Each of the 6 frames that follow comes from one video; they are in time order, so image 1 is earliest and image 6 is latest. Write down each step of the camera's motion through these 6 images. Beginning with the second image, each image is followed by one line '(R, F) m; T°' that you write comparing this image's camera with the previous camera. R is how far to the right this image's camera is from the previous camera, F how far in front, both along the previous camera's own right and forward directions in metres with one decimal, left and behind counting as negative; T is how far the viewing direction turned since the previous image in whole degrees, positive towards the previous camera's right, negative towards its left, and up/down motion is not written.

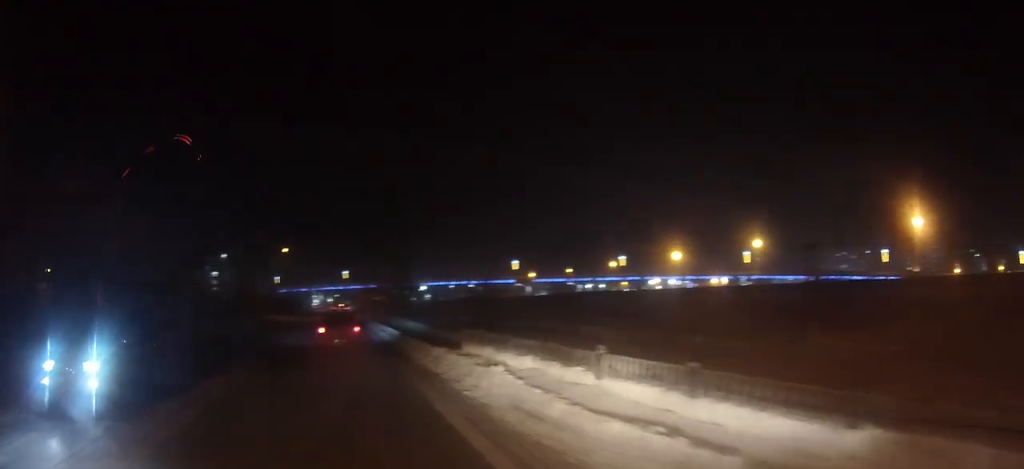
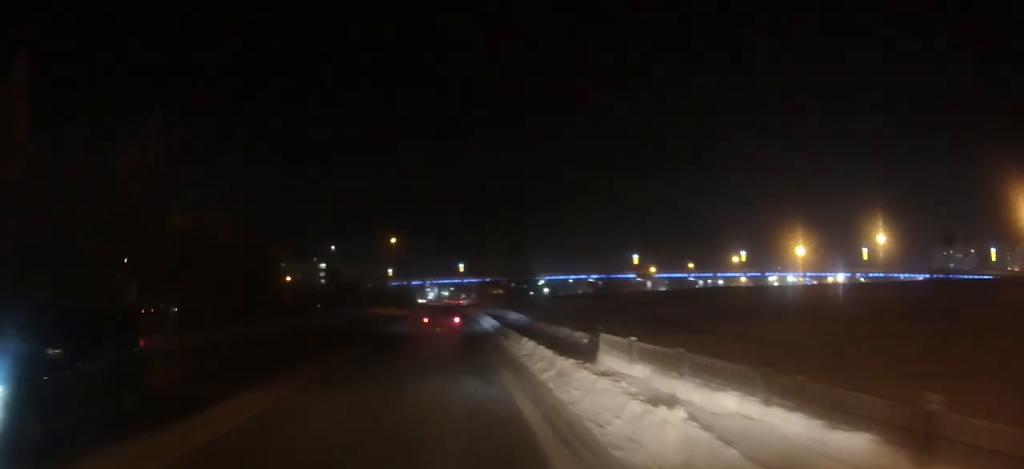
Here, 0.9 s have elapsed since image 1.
(-0.6, +5.3) m; -10°
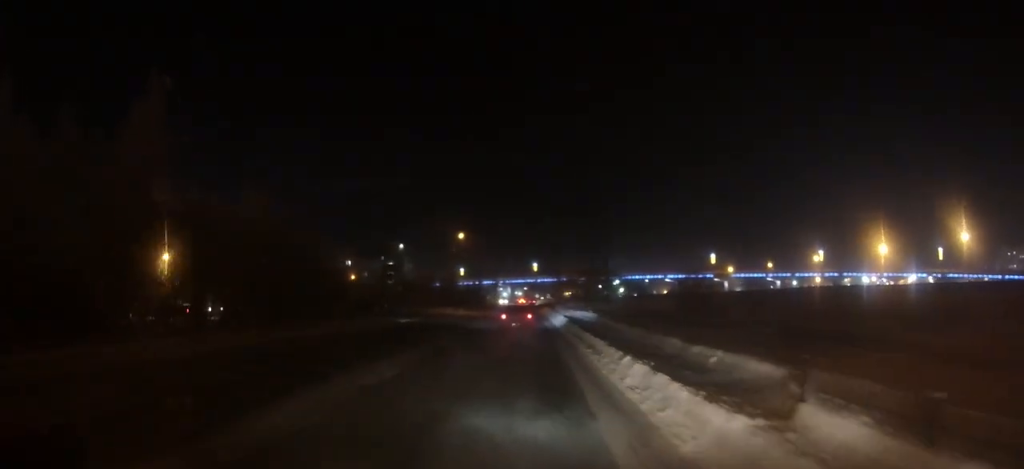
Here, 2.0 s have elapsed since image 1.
(-0.6, +6.9) m; -8°
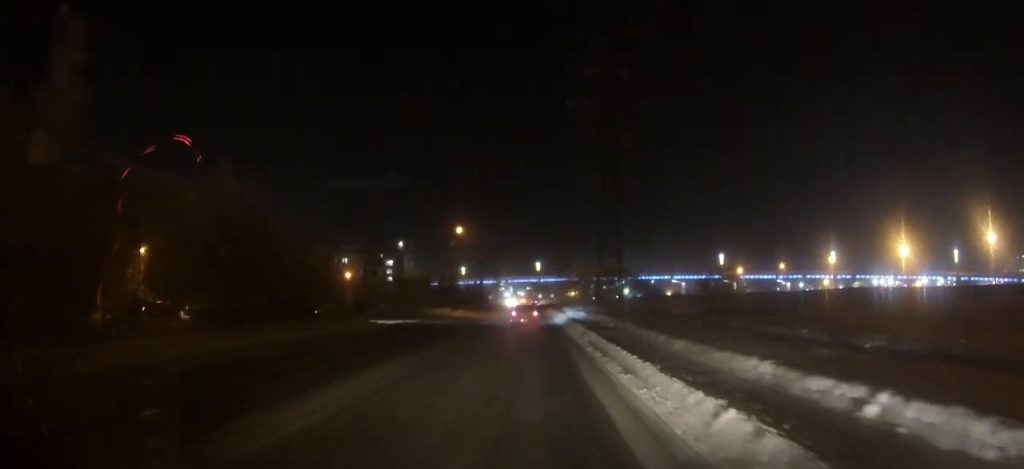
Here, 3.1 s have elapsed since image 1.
(-0.3, +7.3) m; -1°
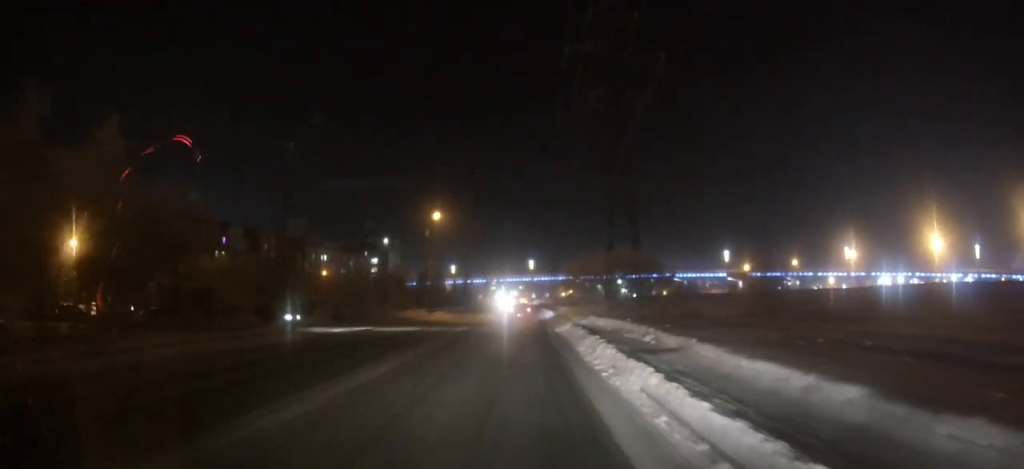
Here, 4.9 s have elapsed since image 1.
(+0.1, +13.4) m; 0°
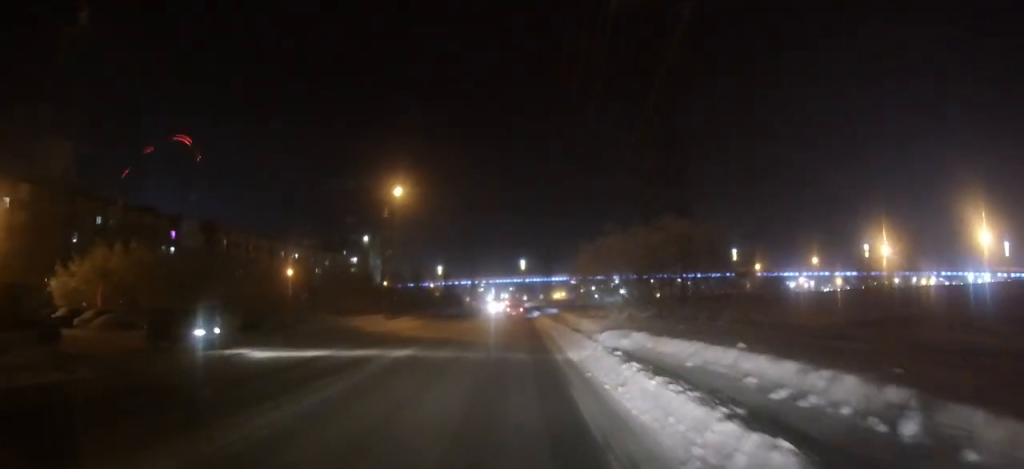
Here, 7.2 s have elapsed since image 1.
(-0.1, +17.7) m; -1°
